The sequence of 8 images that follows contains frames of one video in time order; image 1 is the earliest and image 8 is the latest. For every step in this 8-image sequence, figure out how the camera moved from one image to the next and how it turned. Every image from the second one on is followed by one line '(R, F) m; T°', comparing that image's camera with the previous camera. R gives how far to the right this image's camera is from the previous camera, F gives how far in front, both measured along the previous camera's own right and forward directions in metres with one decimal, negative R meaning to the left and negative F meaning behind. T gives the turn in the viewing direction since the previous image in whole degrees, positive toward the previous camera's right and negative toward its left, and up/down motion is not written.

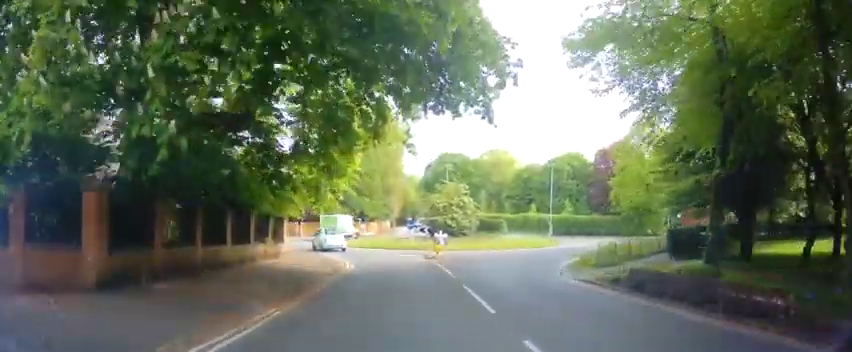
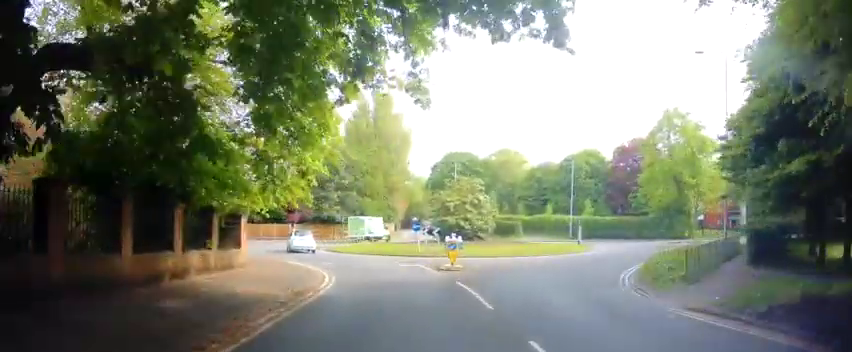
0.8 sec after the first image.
(-0.1, +6.0) m; 0°
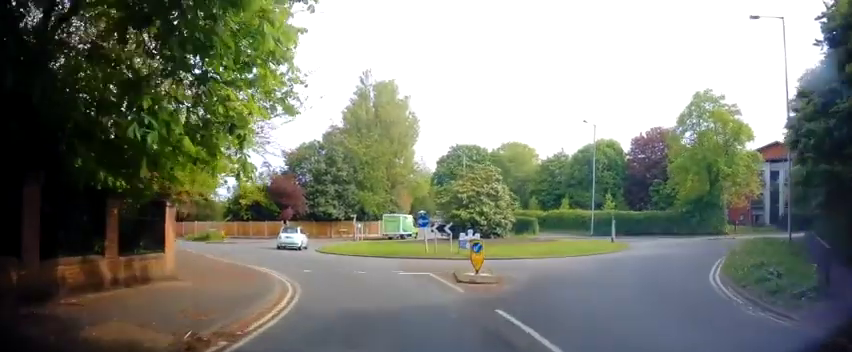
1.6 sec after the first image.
(+0.1, +5.5) m; 0°
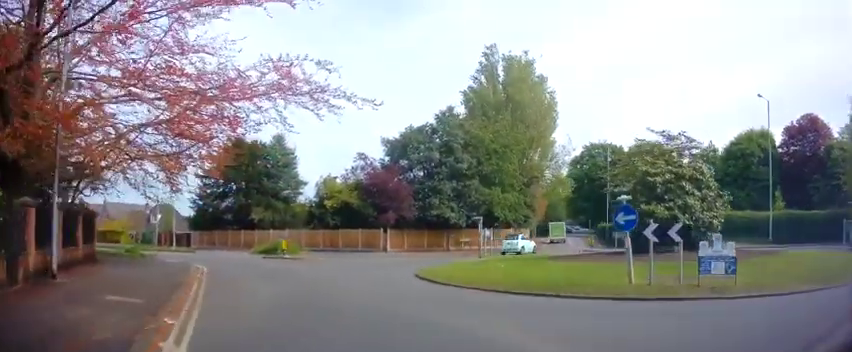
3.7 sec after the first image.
(-1.2, +12.6) m; -14°
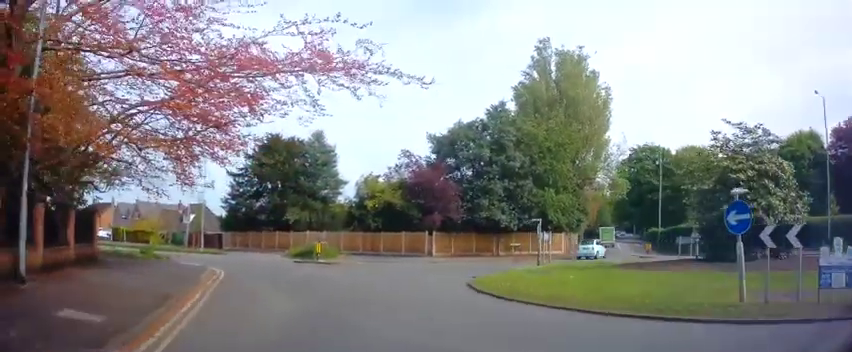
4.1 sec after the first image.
(-0.1, +2.6) m; -3°
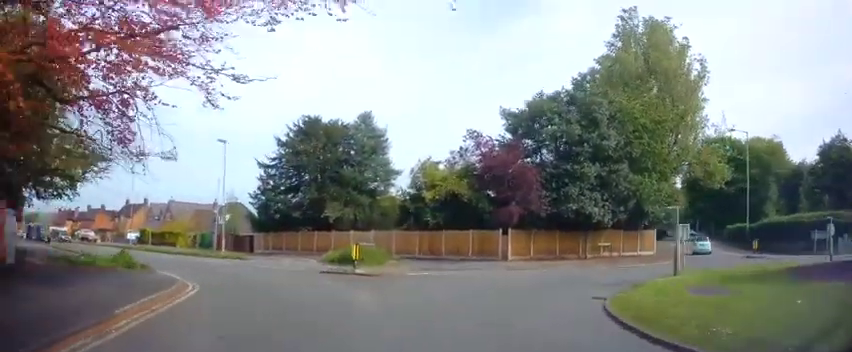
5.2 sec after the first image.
(-0.4, +6.7) m; -4°
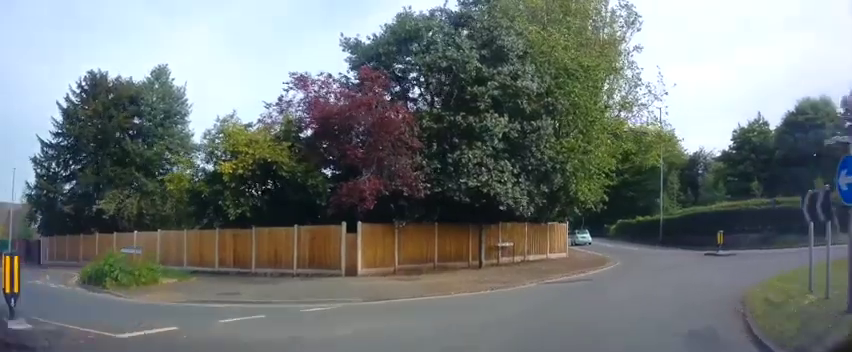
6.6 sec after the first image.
(+0.1, +10.6) m; +14°
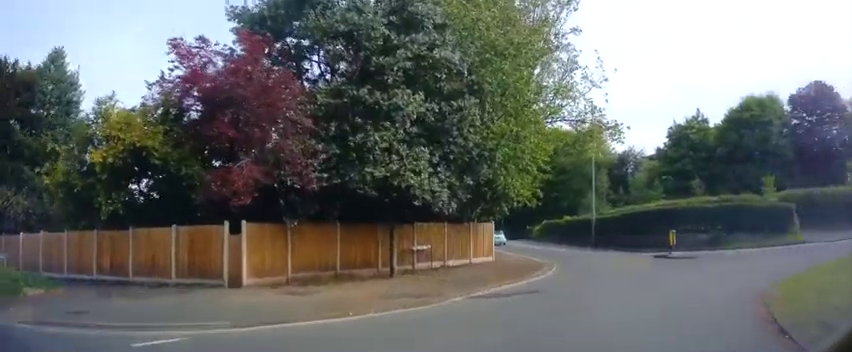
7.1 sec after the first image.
(+0.4, +3.0) m; +8°
